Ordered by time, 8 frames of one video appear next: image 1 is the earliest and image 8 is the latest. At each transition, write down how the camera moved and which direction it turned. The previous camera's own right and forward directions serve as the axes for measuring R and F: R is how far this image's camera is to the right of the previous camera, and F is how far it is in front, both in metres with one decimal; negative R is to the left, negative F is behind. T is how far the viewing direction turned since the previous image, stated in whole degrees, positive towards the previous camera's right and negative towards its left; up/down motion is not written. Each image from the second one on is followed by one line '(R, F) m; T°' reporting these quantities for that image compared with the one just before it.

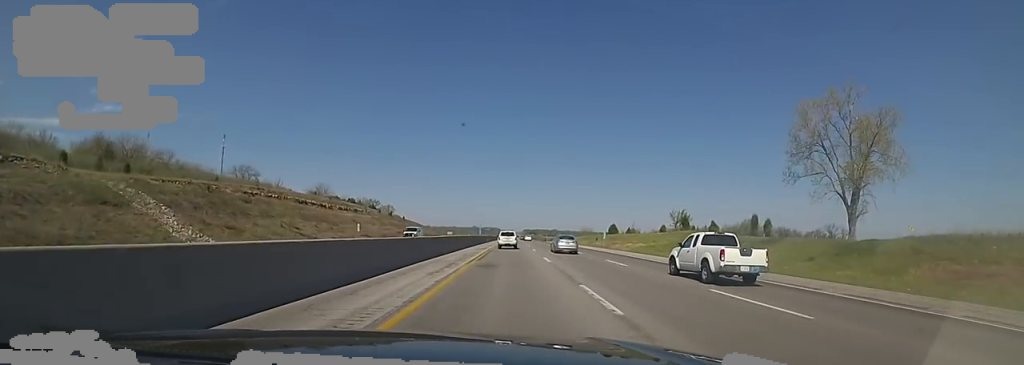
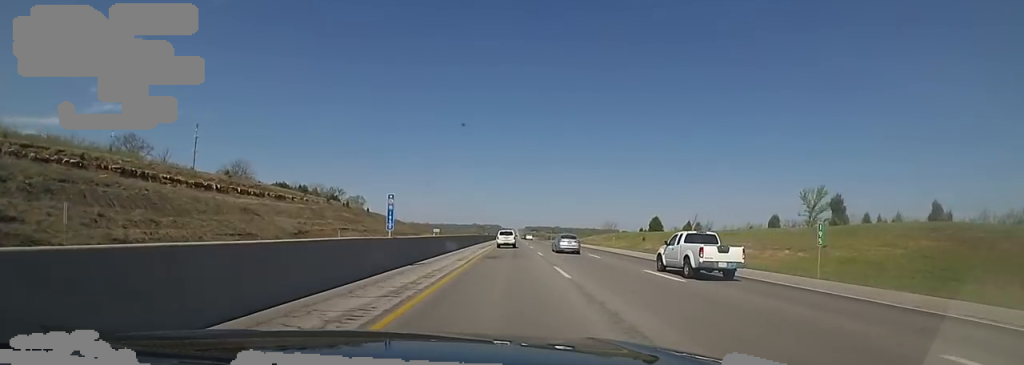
(0.0, +53.9) m; 0°
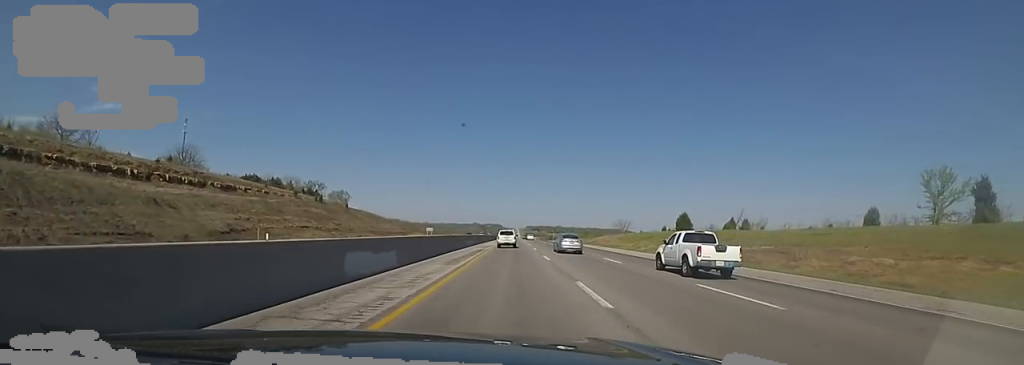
(0.0, +21.3) m; 0°
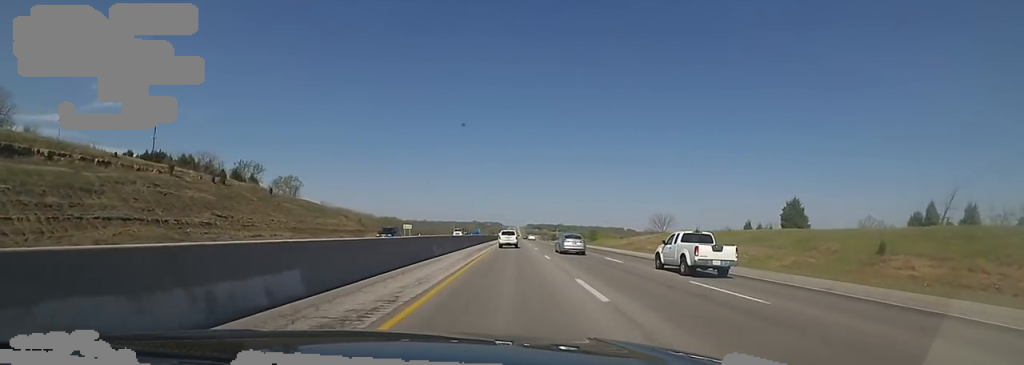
(0.0, +45.1) m; 0°
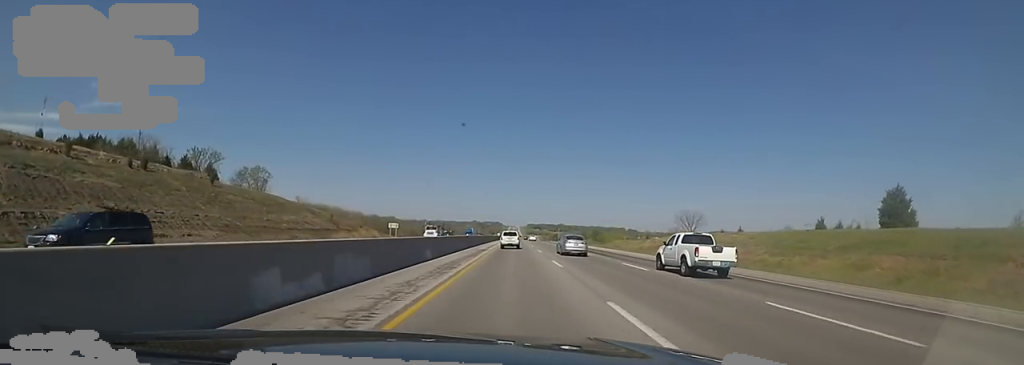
(0.0, +20.2) m; 0°
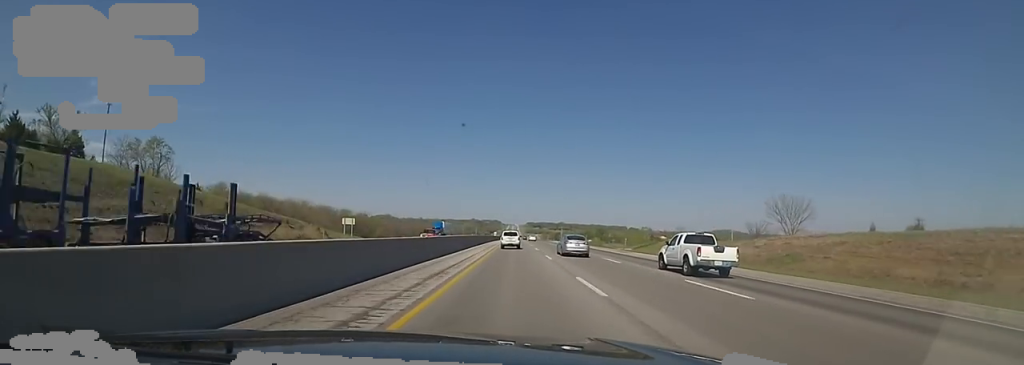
(0.0, +40.2) m; 0°
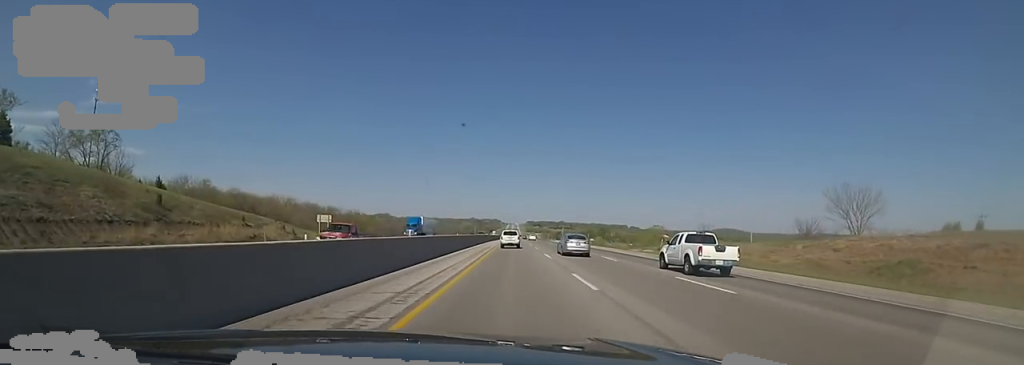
(0.0, +14.1) m; 0°
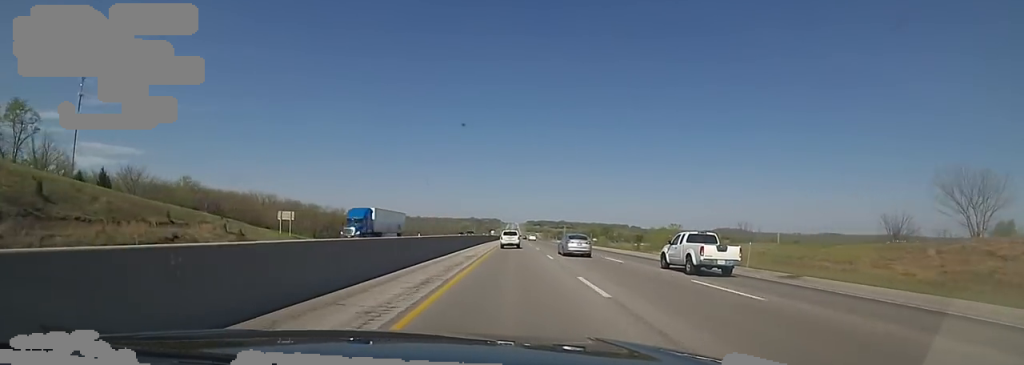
(0.0, +16.5) m; 0°
